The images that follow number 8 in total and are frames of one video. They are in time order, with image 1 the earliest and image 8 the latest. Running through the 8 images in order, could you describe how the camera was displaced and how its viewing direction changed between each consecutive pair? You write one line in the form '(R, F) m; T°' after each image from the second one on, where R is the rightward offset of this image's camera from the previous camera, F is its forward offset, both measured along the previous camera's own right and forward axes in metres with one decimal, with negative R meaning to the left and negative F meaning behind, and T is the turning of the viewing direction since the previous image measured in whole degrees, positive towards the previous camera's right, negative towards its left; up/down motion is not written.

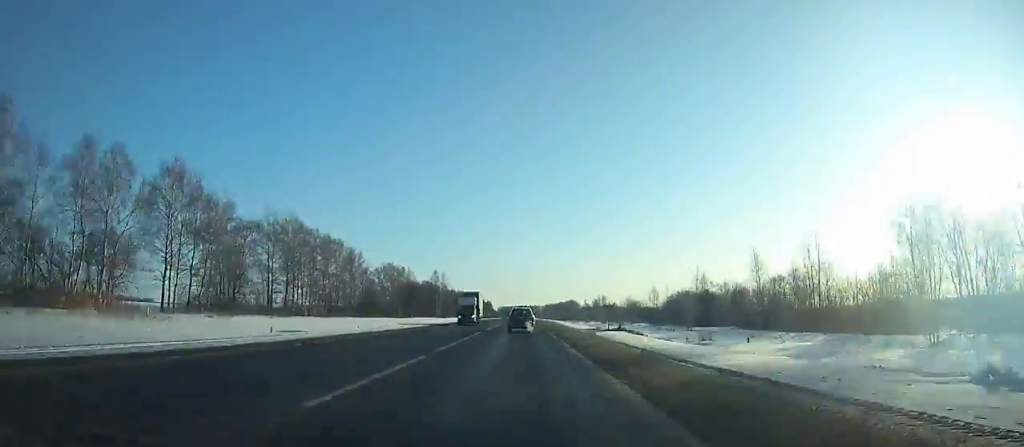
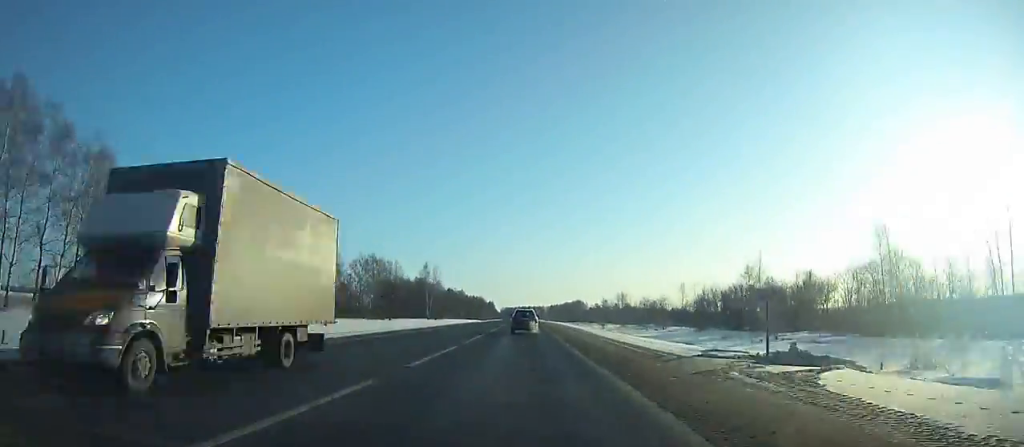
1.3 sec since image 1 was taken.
(+0.1, +29.9) m; 0°
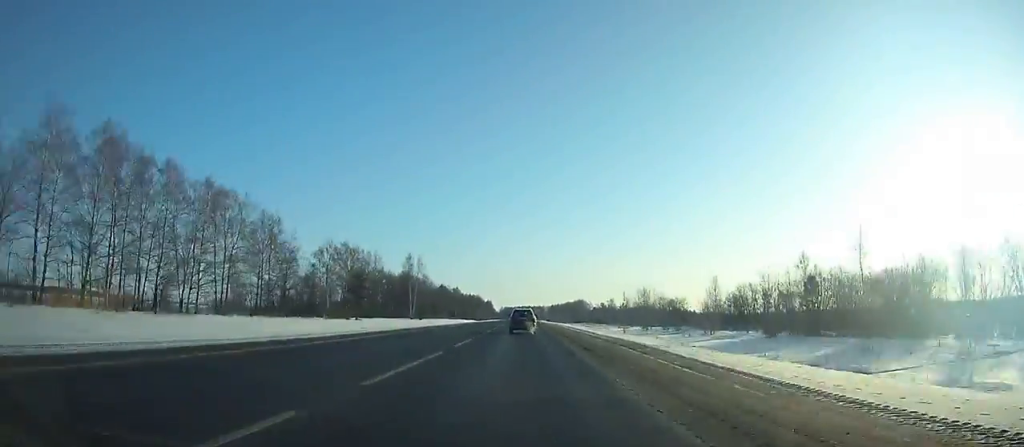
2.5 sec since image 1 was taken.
(+0.1, +27.6) m; 0°
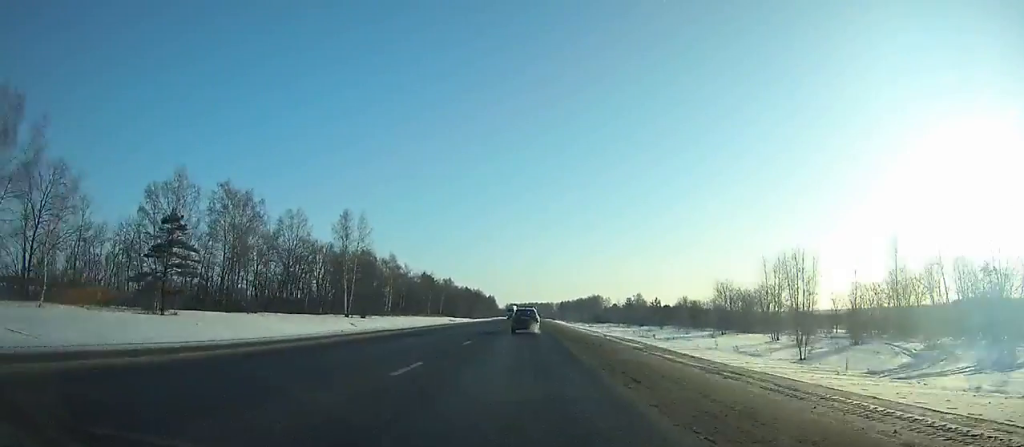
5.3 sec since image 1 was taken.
(-0.2, +64.7) m; 0°
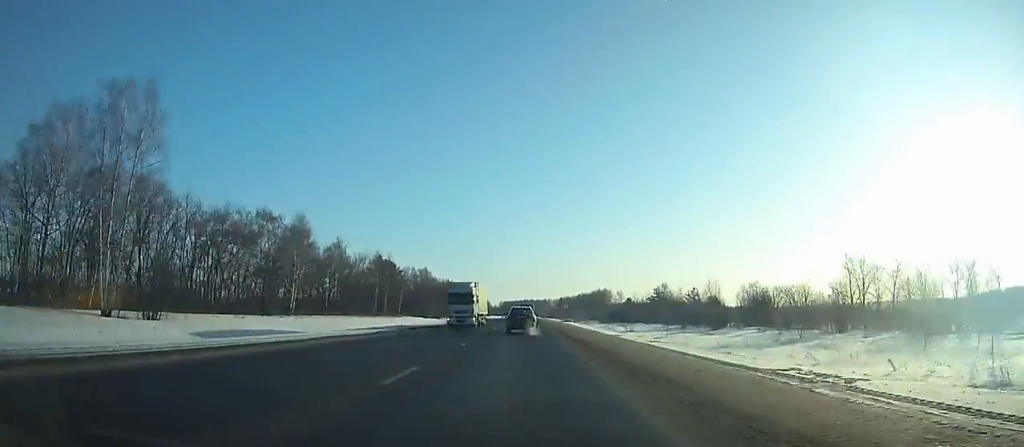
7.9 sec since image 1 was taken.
(-0.1, +60.3) m; 0°
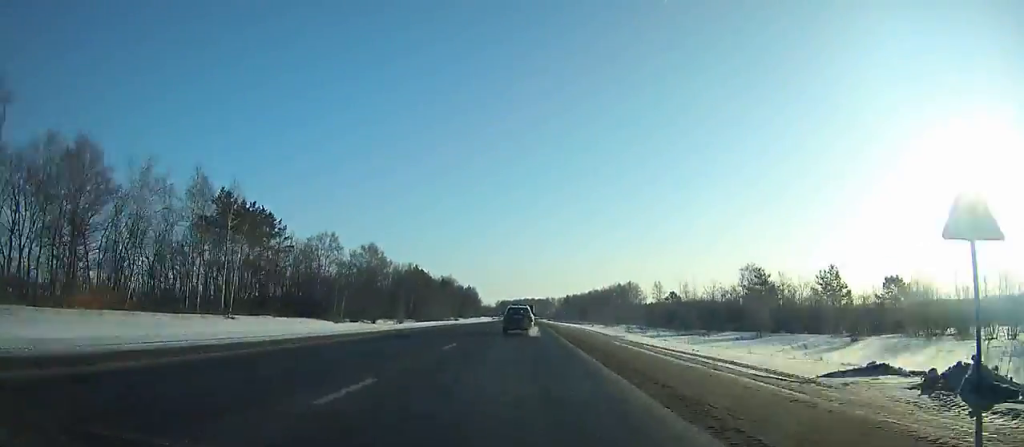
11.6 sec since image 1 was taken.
(0.0, +85.6) m; 0°
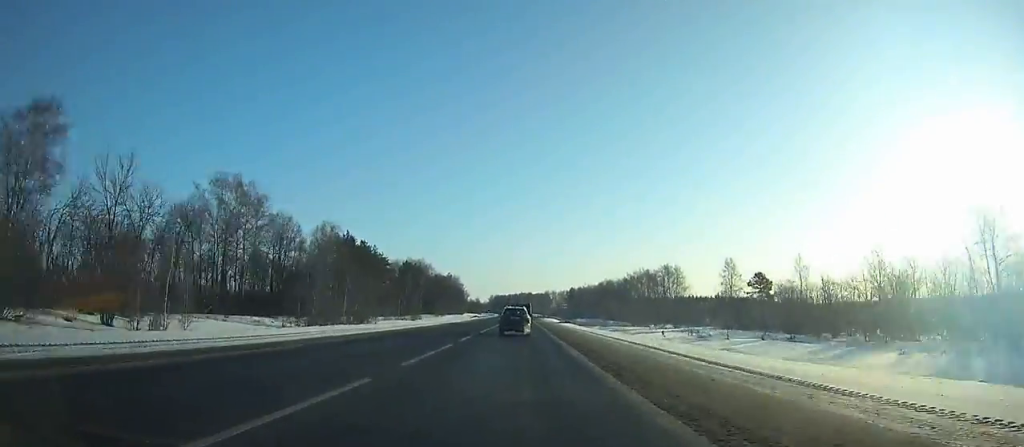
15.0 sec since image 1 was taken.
(+0.6, +77.8) m; 0°
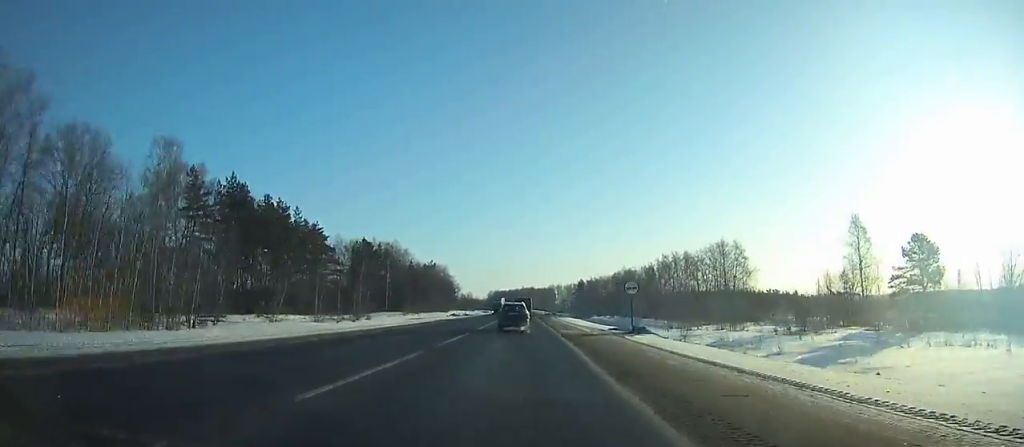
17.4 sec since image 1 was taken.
(+0.1, +54.3) m; 0°
